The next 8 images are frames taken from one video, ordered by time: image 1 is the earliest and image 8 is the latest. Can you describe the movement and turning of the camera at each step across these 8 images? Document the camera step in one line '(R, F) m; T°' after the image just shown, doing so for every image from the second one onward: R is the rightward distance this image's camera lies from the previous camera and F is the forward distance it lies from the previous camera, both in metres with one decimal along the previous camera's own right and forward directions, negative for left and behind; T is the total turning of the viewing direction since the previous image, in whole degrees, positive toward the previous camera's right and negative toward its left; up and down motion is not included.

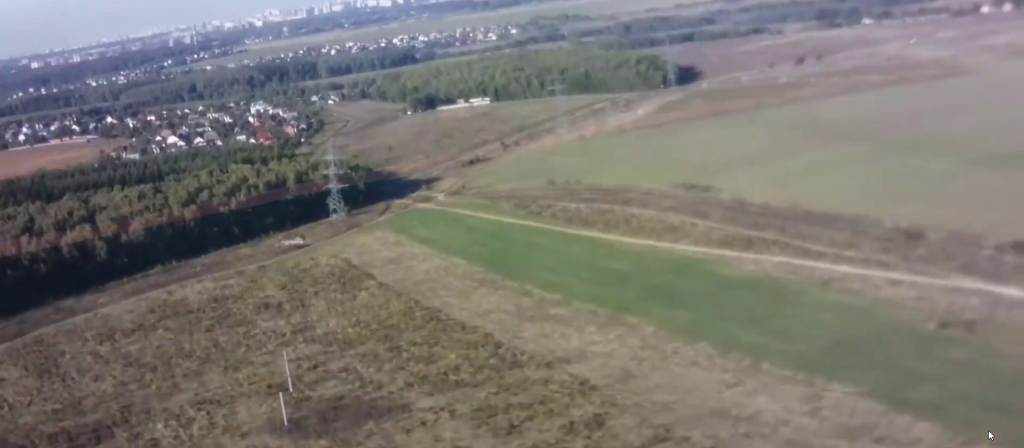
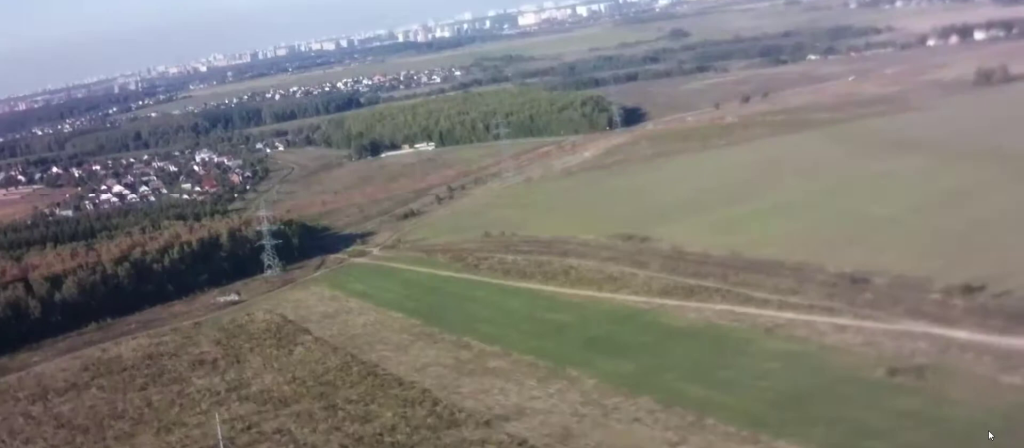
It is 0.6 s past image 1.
(+0.2, +9.1) m; +4°
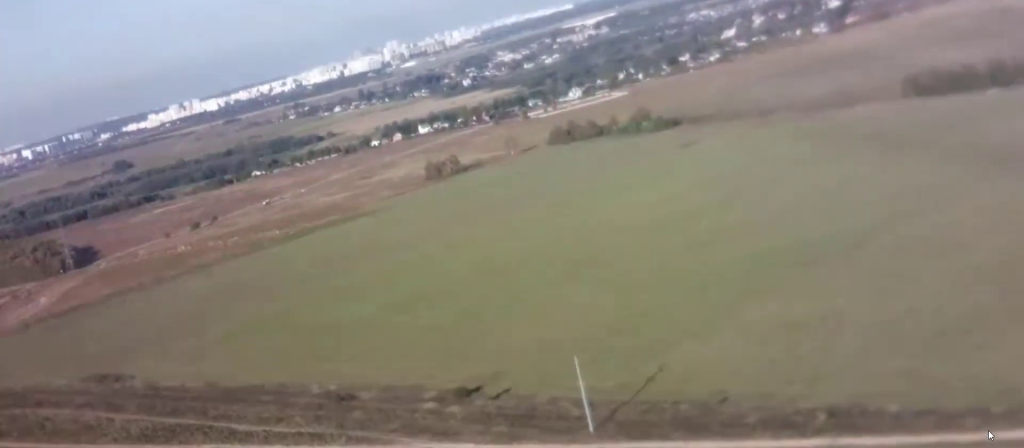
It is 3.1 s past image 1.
(+5.2, +35.4) m; +18°
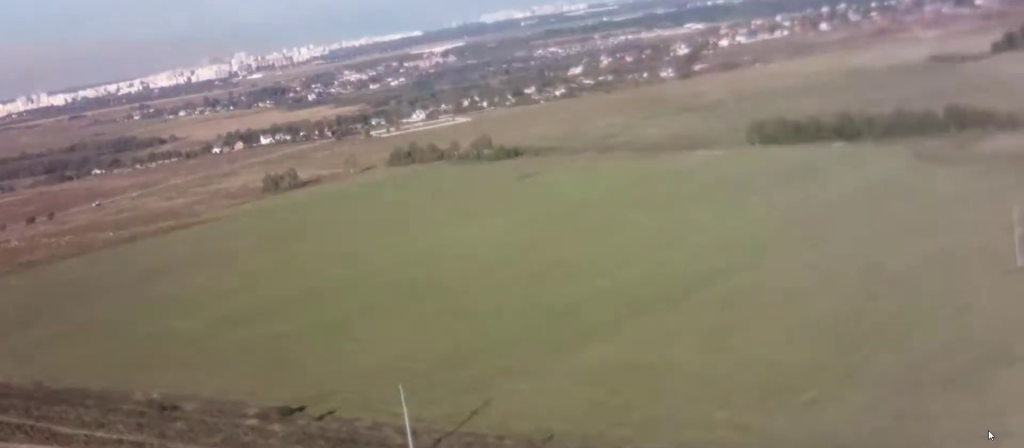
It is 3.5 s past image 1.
(+0.2, +6.6) m; +4°
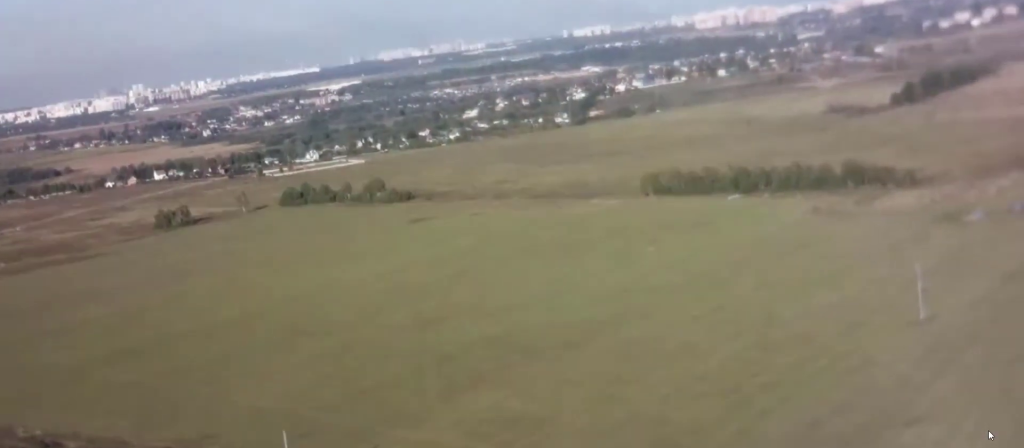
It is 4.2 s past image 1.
(+0.6, +8.9) m; +6°
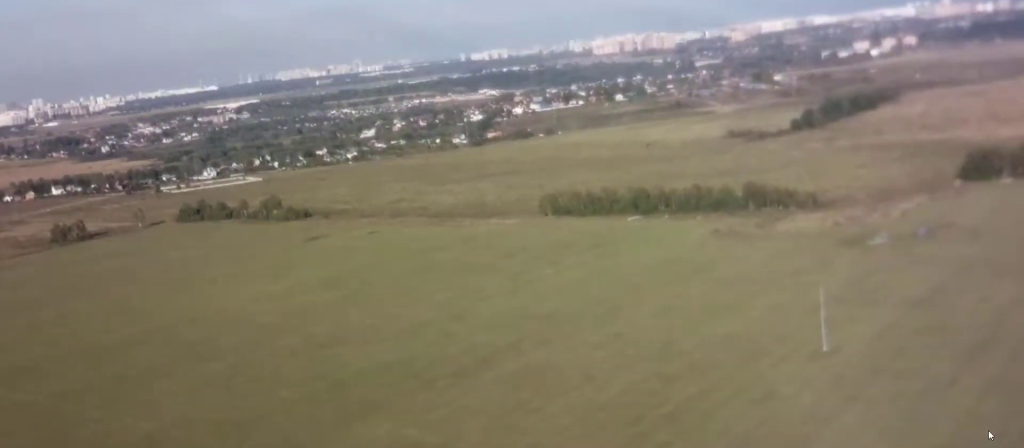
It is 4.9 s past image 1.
(+0.5, +10.2) m; +5°
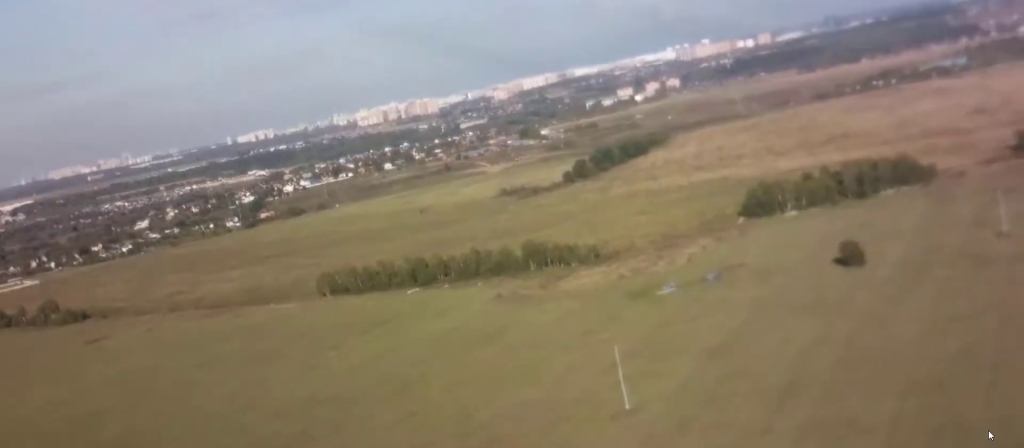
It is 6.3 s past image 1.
(+1.1, +18.7) m; +6°
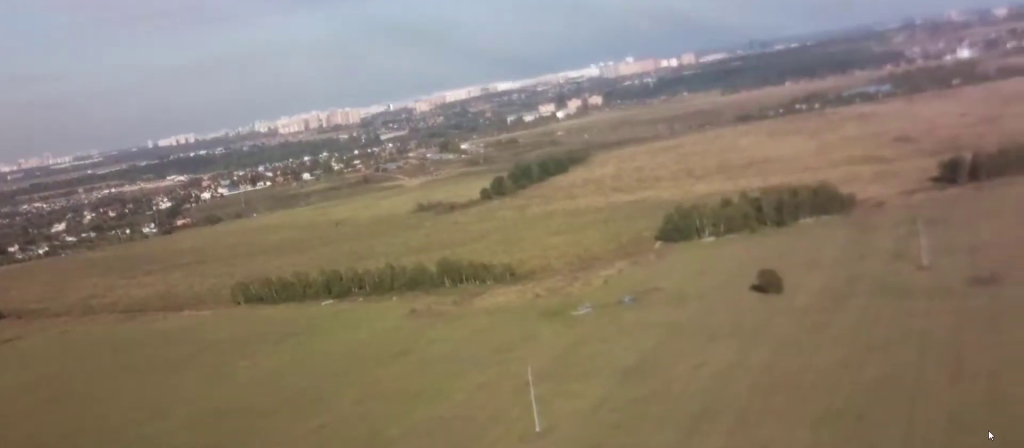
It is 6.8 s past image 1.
(-0.1, +6.0) m; +3°
